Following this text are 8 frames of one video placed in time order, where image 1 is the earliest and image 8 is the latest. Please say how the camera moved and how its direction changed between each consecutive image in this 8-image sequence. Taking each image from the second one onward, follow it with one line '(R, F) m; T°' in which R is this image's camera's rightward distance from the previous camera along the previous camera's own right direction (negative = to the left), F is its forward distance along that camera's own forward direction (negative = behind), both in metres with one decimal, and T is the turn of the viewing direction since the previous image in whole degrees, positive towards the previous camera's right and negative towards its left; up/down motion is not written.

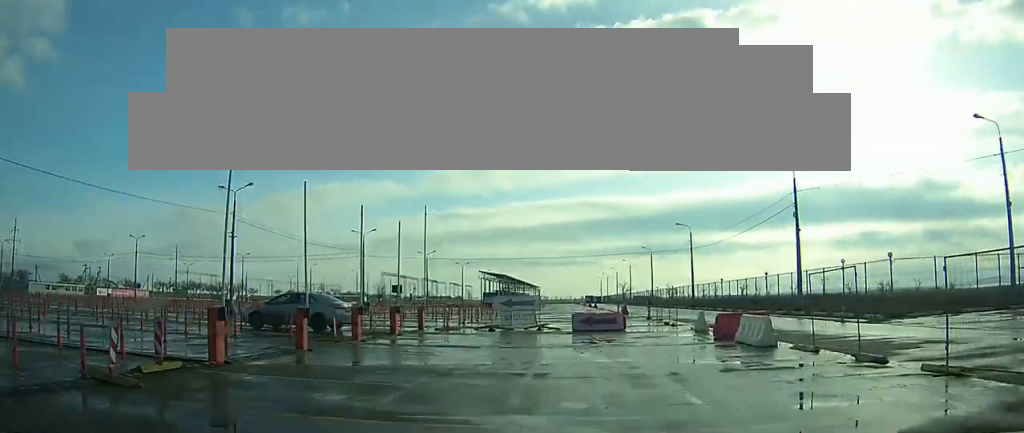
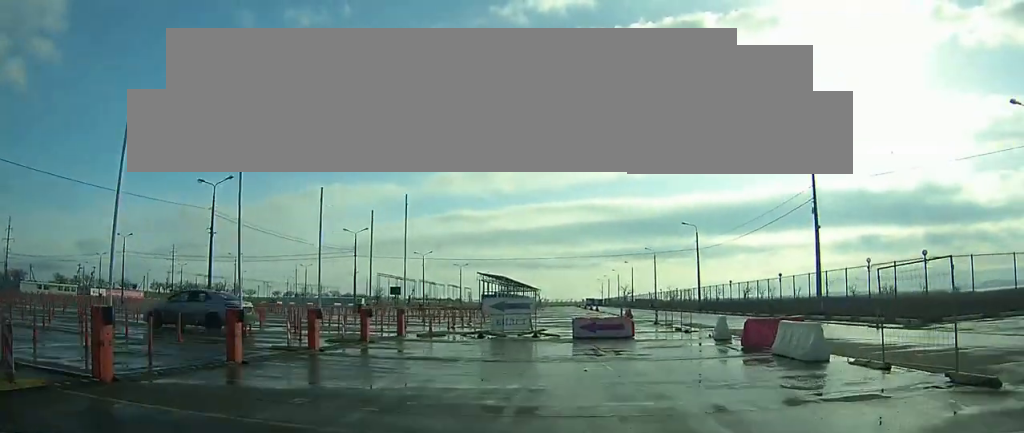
(0.0, +3.0) m; 0°
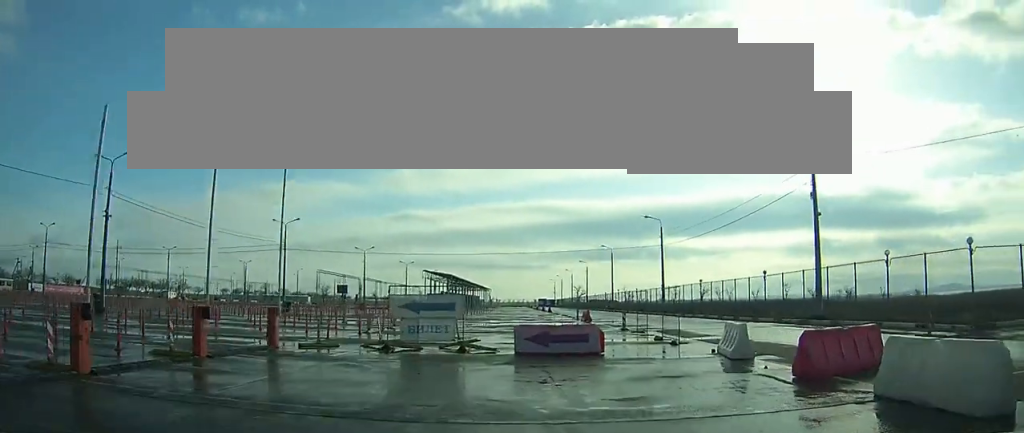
(0.0, +6.7) m; -8°
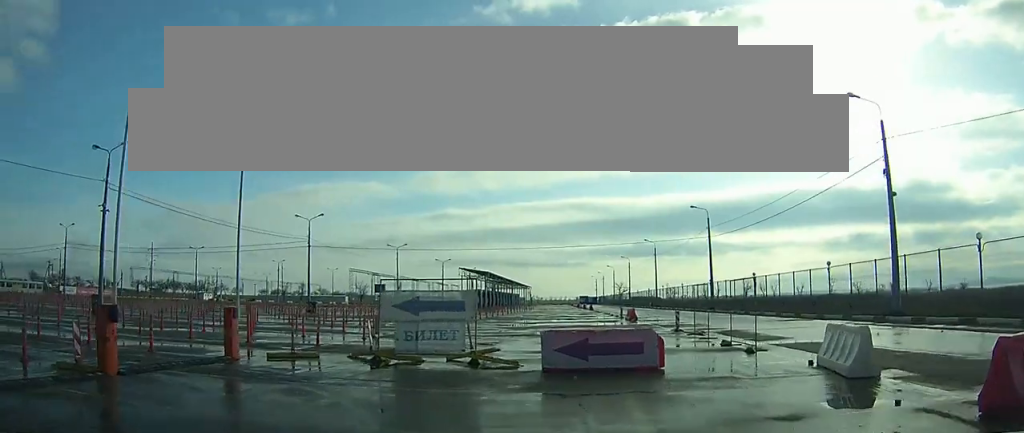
(-0.5, +3.7) m; -17°
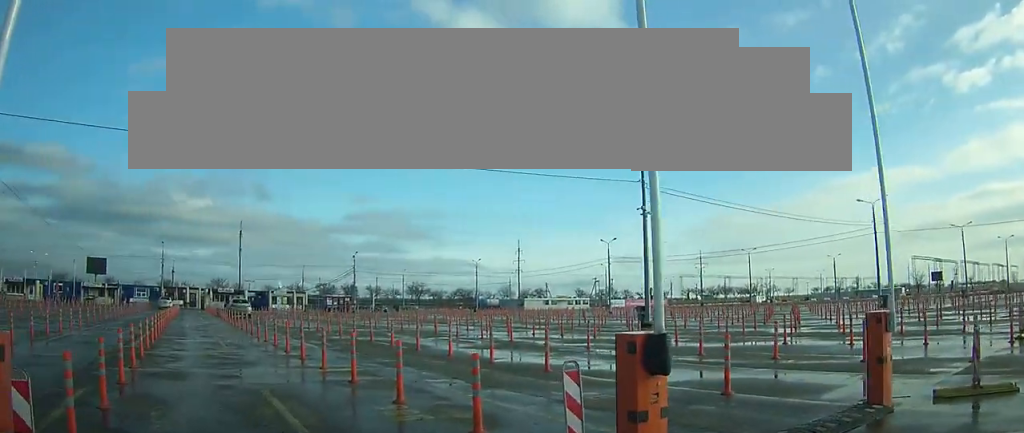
(-2.1, +5.7) m; -43°
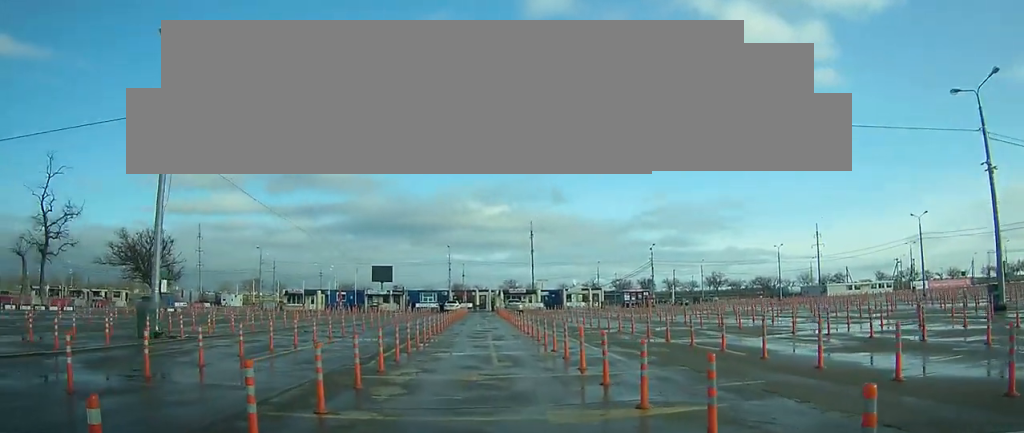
(-2.4, +8.1) m; -19°
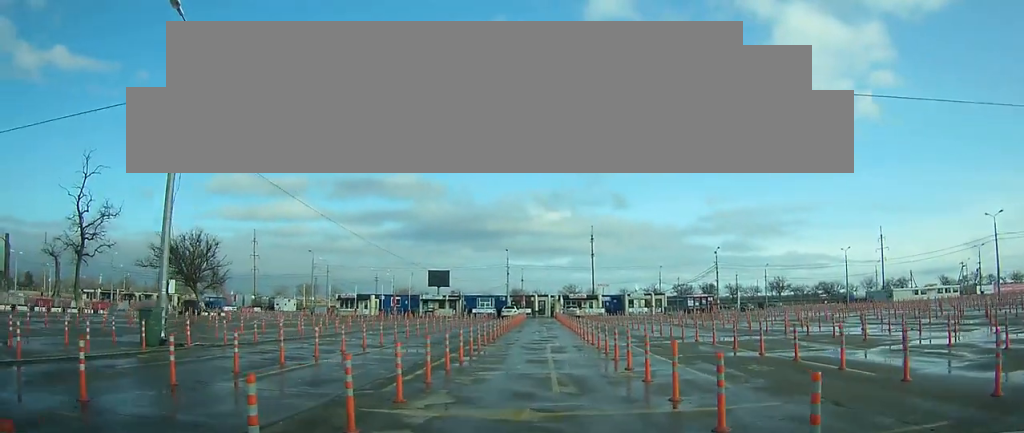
(+0.1, +5.5) m; 0°
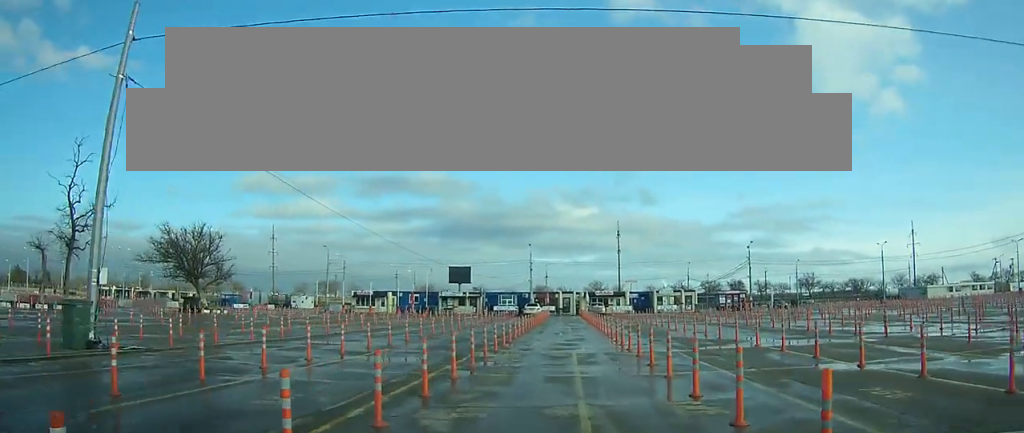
(+0.1, +4.8) m; 0°
